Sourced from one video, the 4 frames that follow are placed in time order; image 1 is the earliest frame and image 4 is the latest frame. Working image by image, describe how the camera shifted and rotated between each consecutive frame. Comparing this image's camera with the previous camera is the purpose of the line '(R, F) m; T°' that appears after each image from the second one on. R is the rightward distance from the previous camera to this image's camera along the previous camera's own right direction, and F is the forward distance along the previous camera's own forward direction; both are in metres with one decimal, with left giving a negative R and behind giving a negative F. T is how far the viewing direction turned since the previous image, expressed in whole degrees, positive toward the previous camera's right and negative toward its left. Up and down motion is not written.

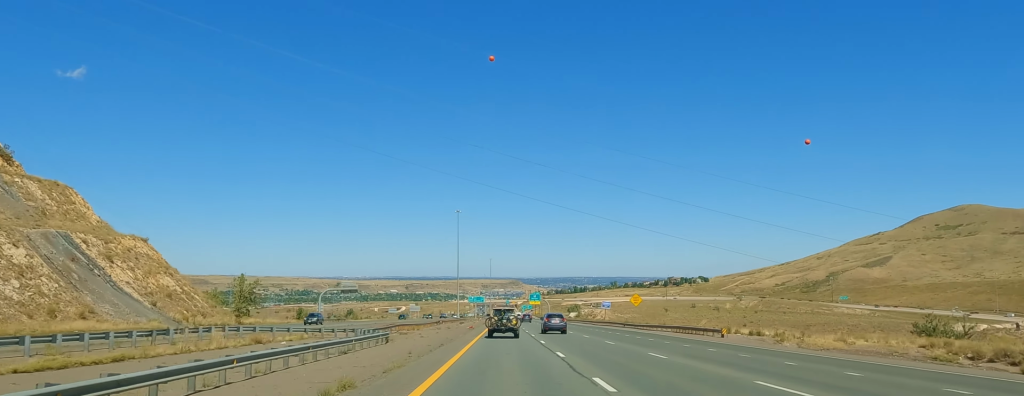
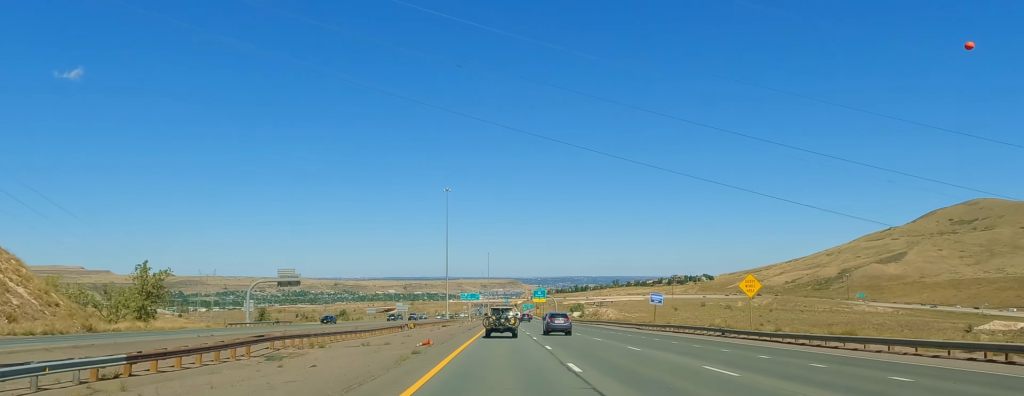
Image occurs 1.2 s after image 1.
(-0.2, +44.4) m; 0°
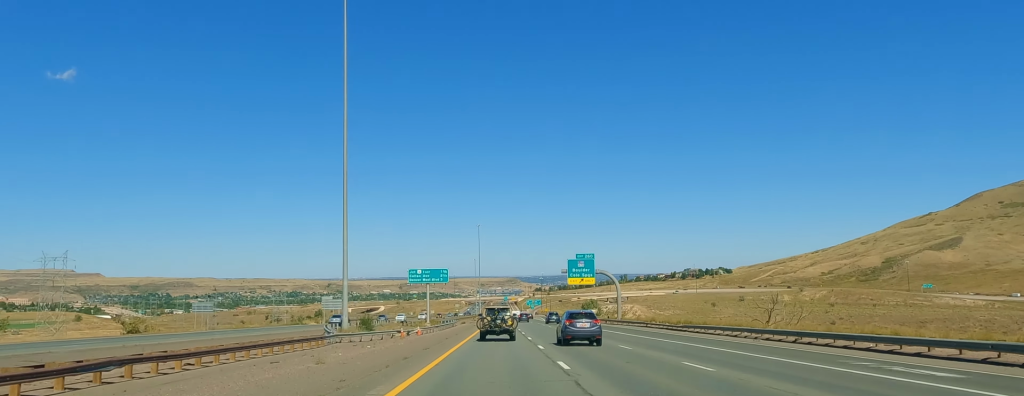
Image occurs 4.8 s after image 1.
(+1.0, +133.2) m; 0°
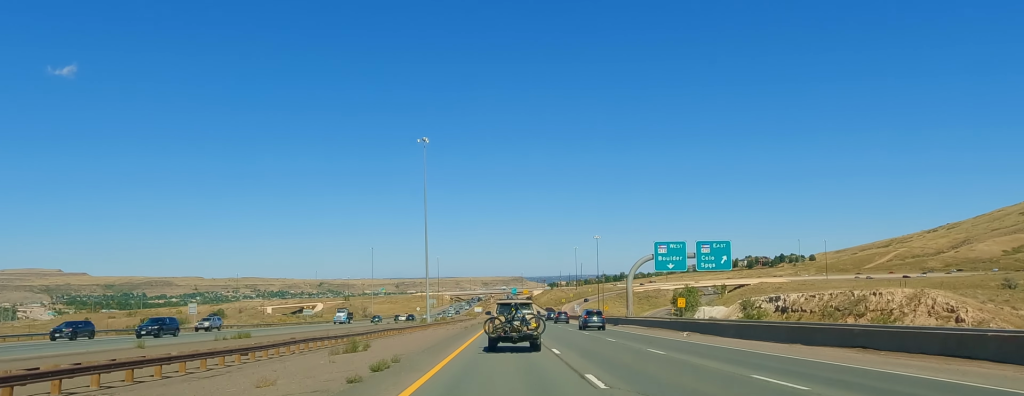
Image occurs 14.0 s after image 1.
(-1.5, +341.2) m; 0°
